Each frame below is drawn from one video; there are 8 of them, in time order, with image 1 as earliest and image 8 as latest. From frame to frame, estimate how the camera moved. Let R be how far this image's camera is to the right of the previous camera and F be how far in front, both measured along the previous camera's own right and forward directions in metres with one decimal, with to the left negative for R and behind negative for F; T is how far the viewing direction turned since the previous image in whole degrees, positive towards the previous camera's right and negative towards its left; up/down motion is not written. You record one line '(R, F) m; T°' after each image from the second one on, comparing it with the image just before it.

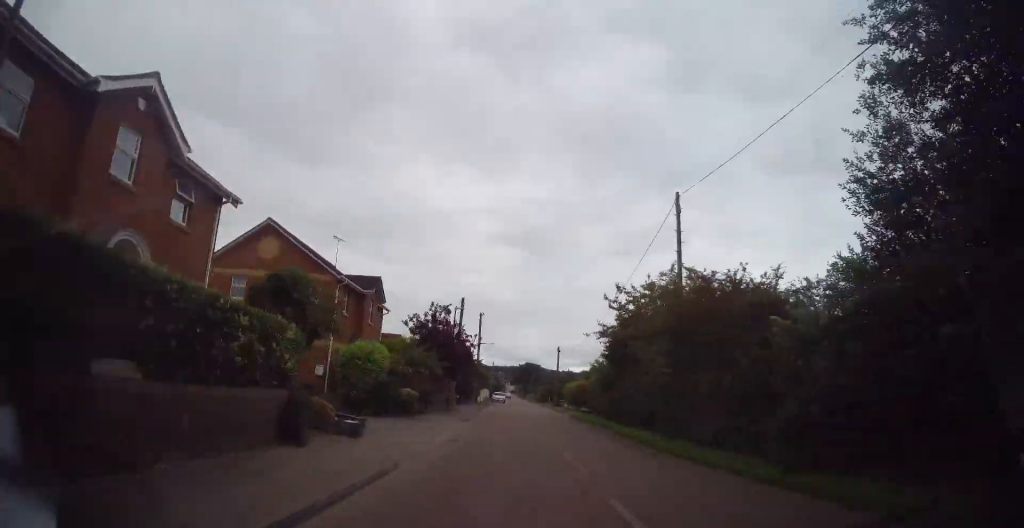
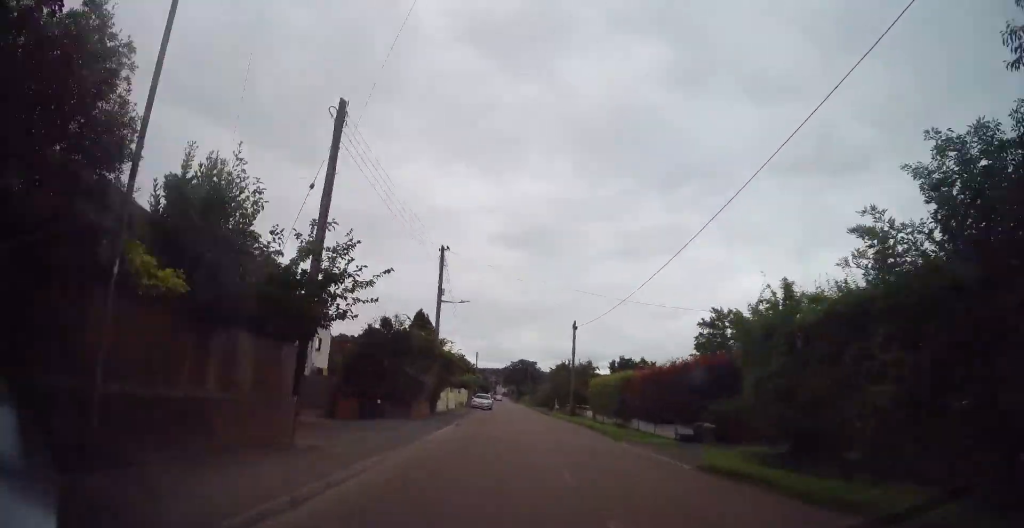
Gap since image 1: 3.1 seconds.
(-0.1, +24.9) m; 0°
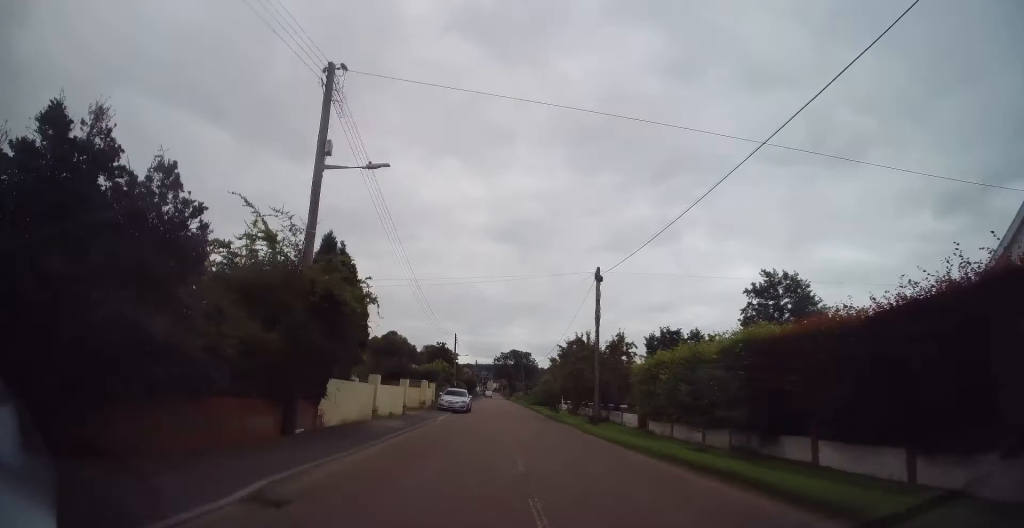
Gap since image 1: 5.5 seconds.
(+0.2, +17.1) m; -1°
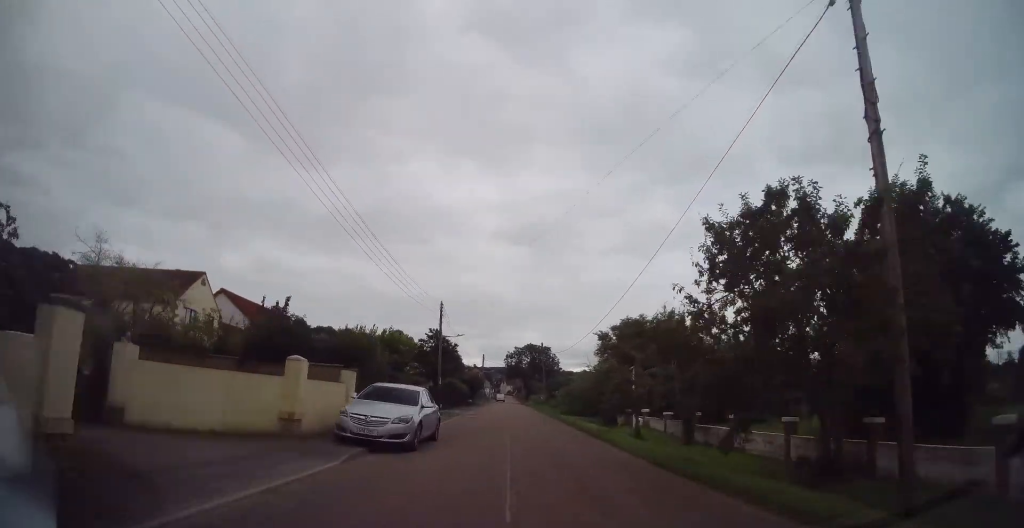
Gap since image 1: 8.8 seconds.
(-0.6, +20.5) m; -3°
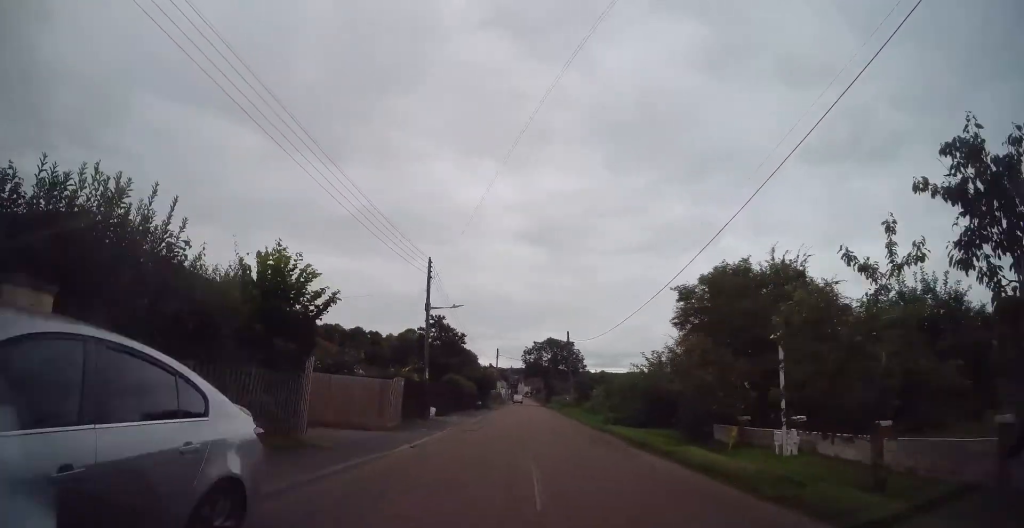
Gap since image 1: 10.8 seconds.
(-0.1, +10.1) m; -1°
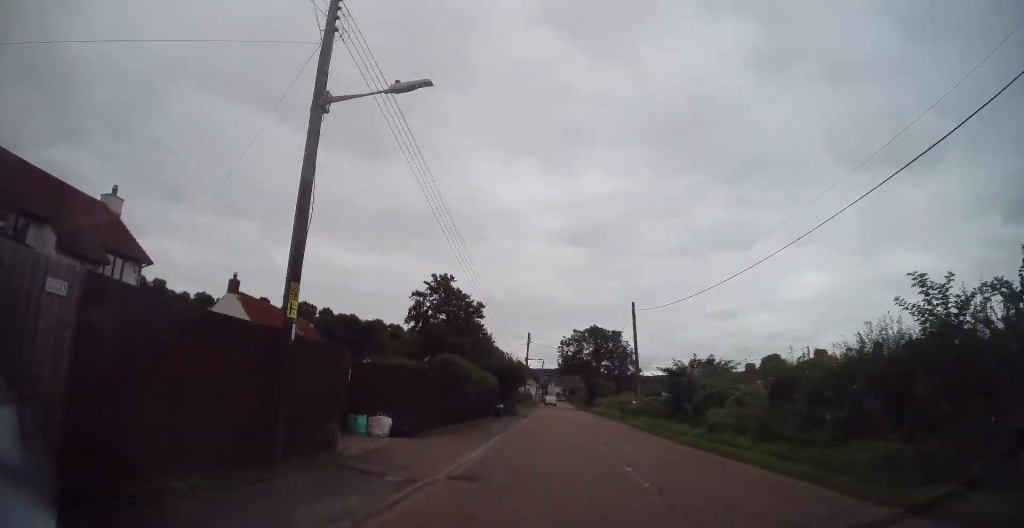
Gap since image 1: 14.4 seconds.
(-0.1, +15.1) m; -1°
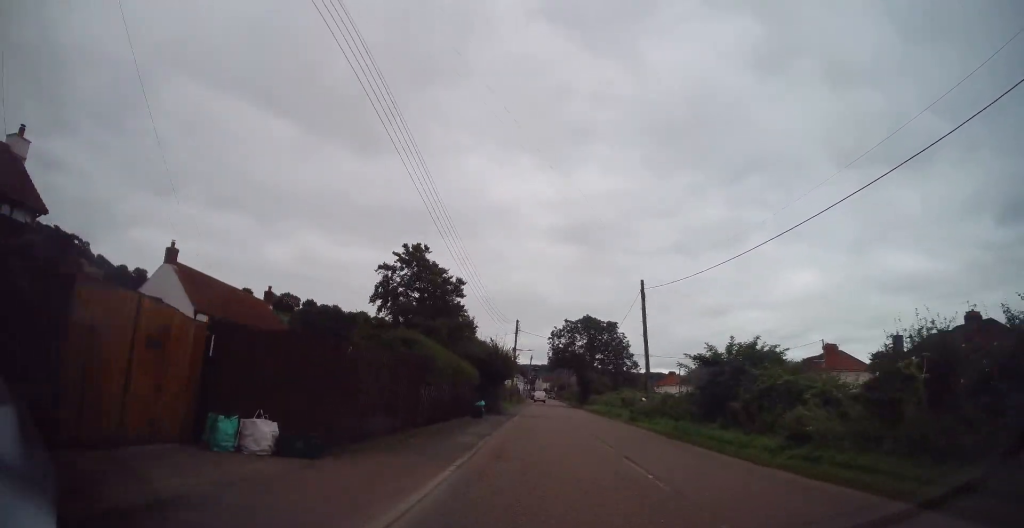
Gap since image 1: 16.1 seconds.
(0.0, +5.1) m; 0°
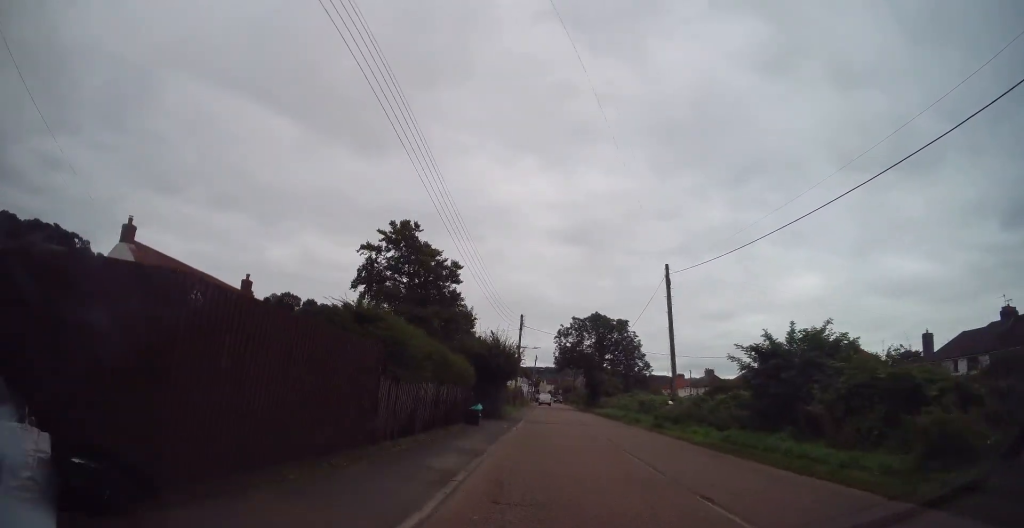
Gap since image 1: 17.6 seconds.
(0.0, +4.1) m; 0°
